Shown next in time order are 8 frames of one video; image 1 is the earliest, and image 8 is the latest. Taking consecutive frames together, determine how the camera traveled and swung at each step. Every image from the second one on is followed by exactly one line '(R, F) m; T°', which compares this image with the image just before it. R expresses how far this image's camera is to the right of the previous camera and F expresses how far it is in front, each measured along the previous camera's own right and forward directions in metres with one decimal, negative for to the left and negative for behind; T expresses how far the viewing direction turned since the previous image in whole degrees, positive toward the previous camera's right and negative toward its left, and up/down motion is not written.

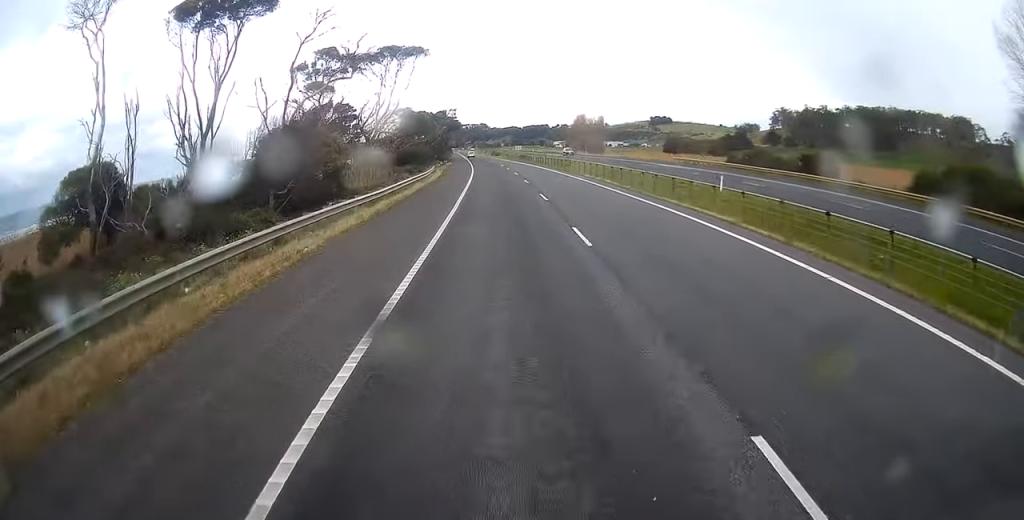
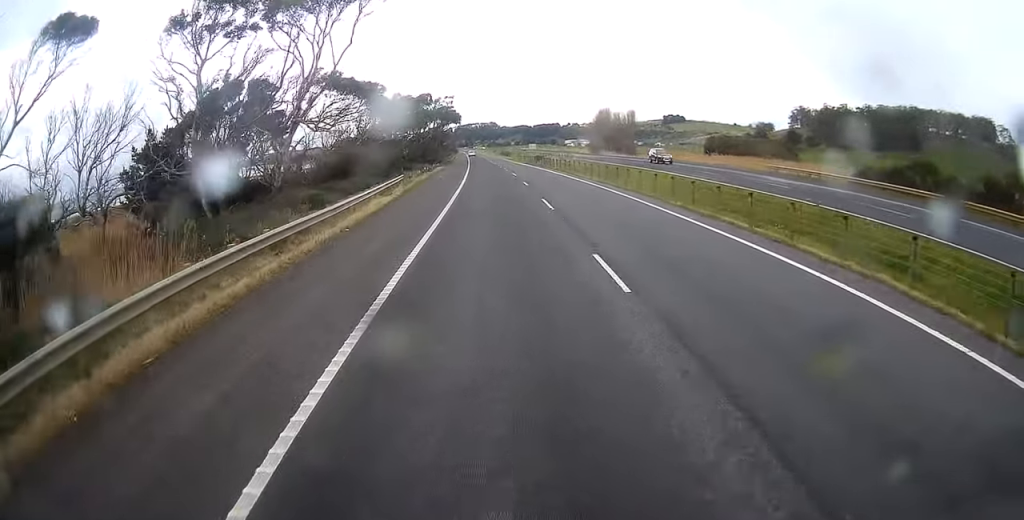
(-0.7, +28.7) m; -1°
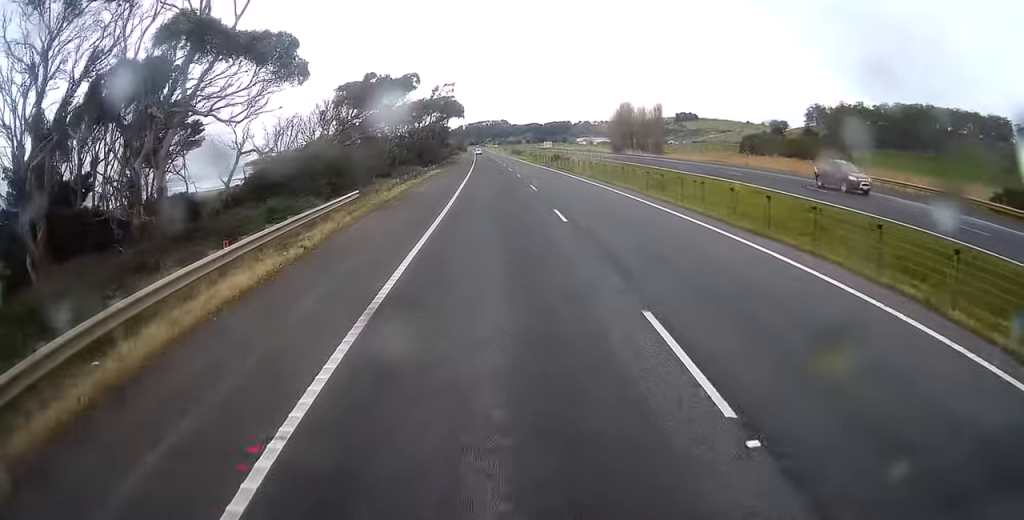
(0.0, +16.4) m; 0°
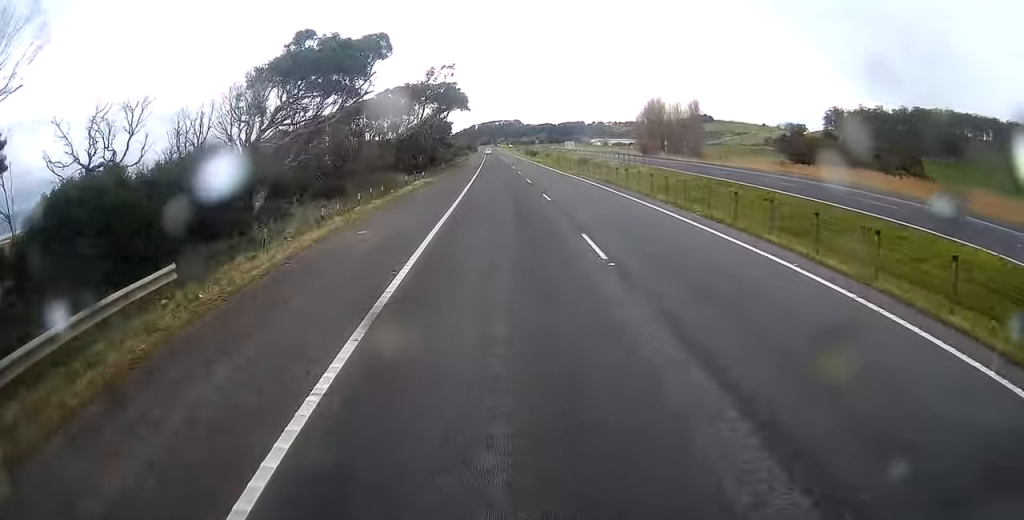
(0.0, +17.4) m; 0°
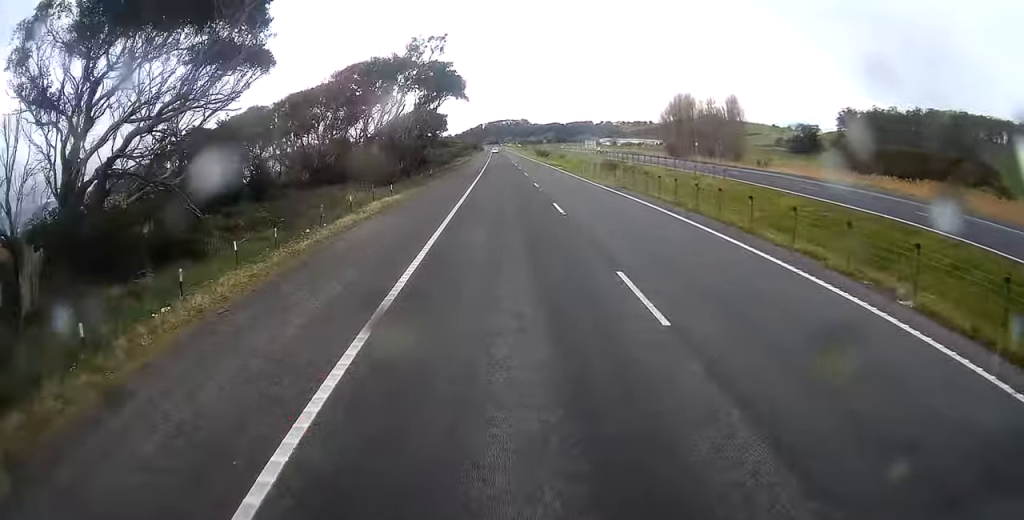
(0.0, +16.4) m; -1°
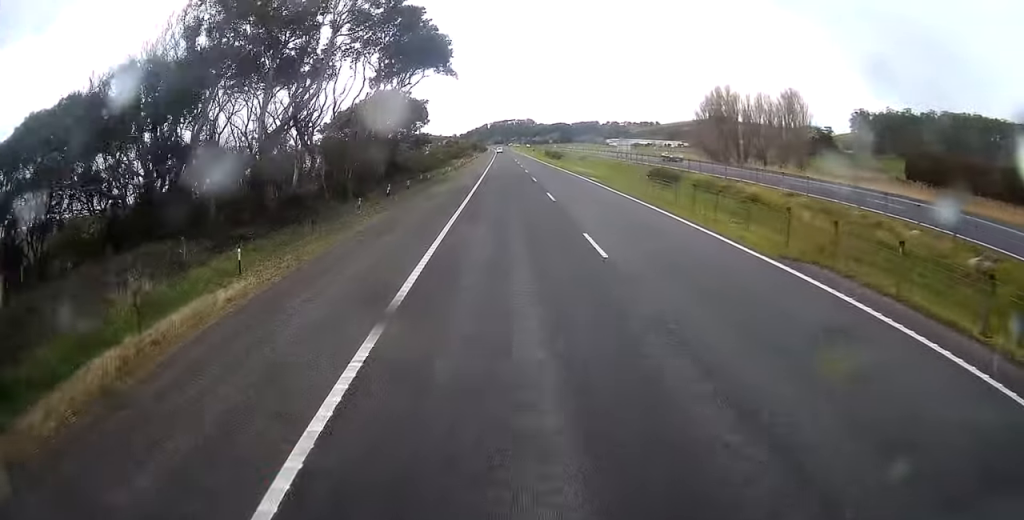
(-0.2, +19.5) m; -1°
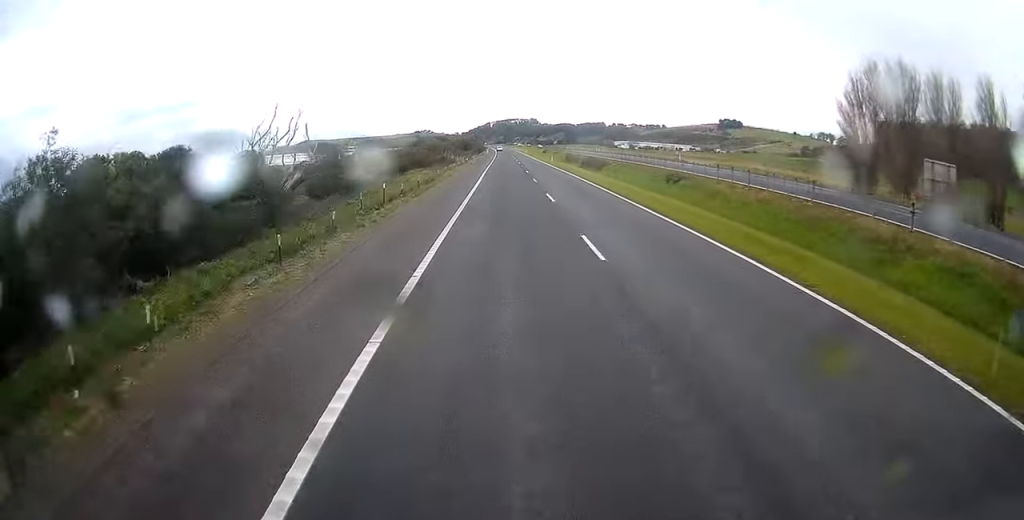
(-1.6, +48.2) m; -2°
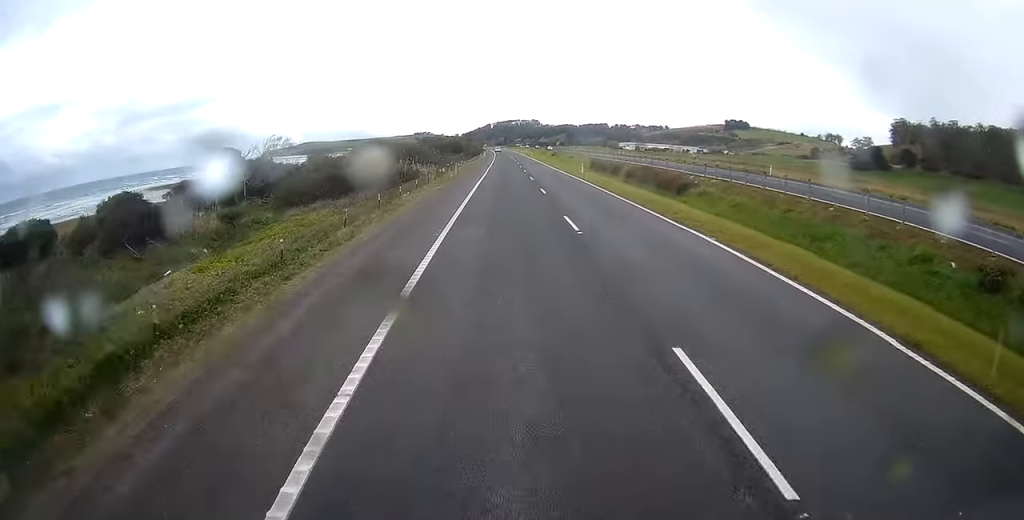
(+0.6, +32.4) m; +1°
